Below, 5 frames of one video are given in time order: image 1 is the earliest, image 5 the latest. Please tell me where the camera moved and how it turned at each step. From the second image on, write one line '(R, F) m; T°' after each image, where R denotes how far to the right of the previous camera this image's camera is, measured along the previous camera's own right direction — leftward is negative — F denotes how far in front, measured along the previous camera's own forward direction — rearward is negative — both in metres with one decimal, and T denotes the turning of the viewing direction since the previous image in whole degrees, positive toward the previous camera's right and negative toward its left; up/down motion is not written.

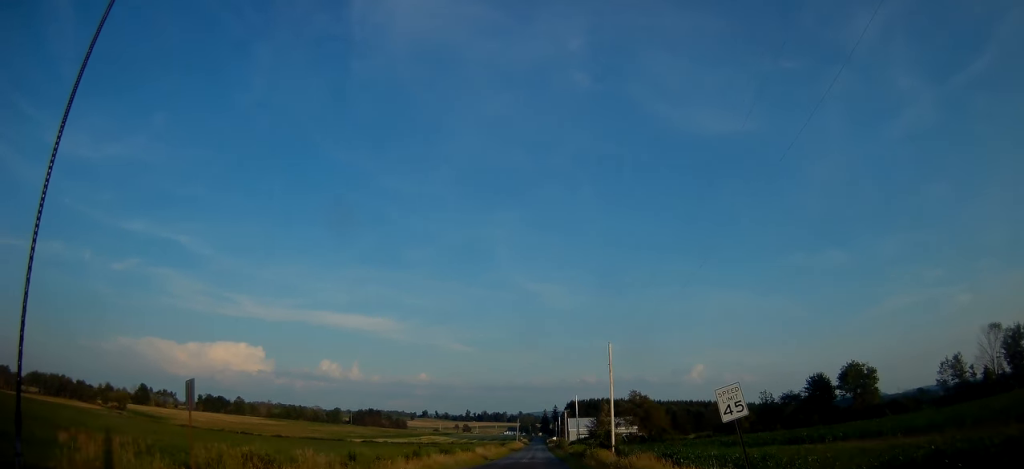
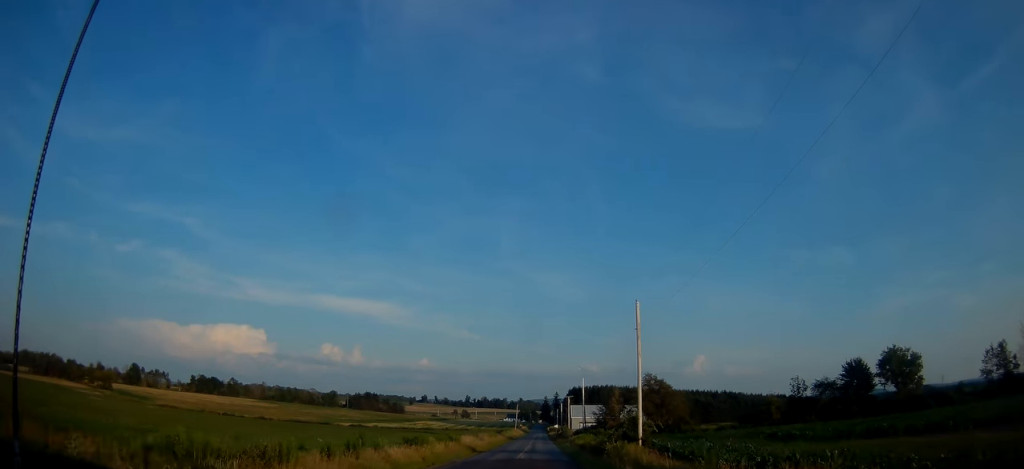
(-0.2, +13.3) m; 0°
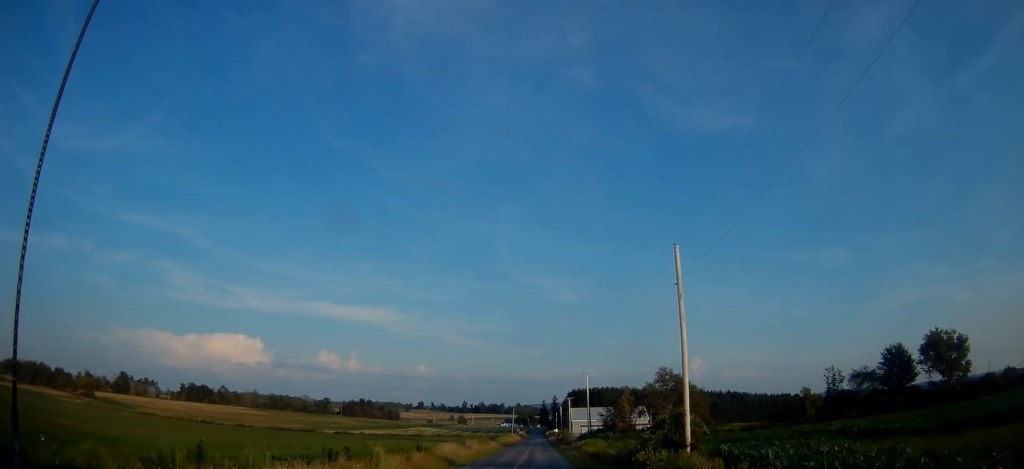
(+0.2, +12.8) m; +1°
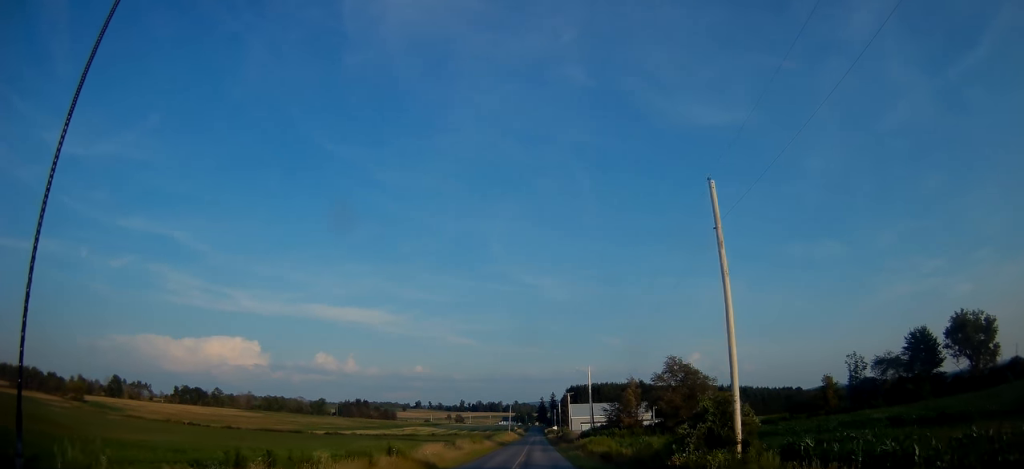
(0.0, +7.0) m; 0°
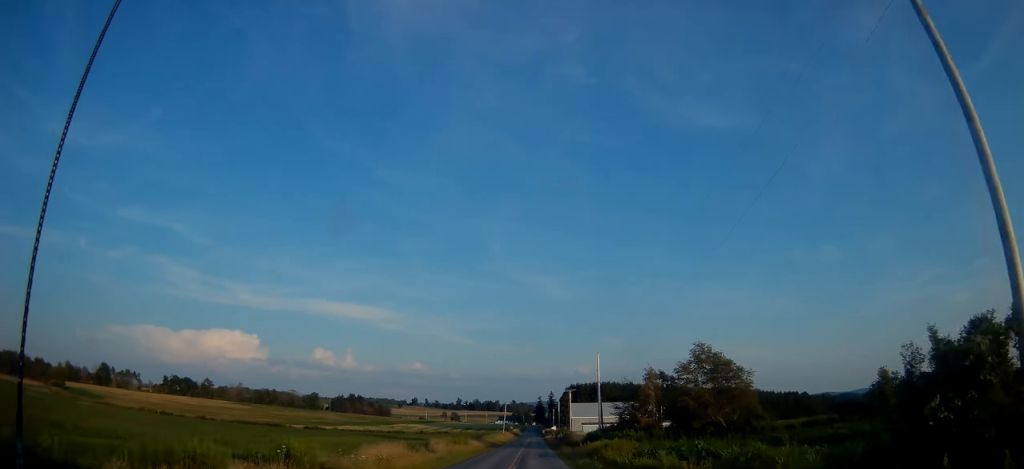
(0.0, +13.6) m; -1°
